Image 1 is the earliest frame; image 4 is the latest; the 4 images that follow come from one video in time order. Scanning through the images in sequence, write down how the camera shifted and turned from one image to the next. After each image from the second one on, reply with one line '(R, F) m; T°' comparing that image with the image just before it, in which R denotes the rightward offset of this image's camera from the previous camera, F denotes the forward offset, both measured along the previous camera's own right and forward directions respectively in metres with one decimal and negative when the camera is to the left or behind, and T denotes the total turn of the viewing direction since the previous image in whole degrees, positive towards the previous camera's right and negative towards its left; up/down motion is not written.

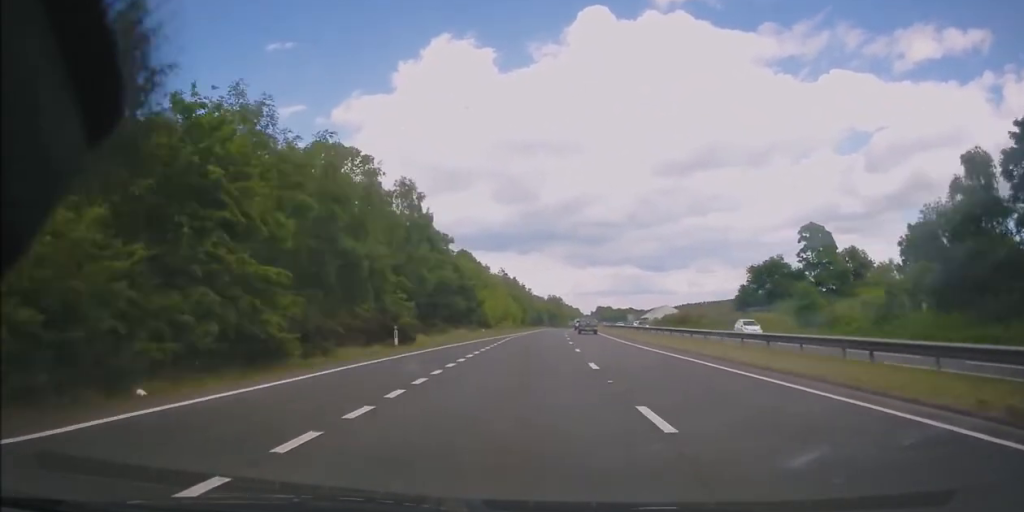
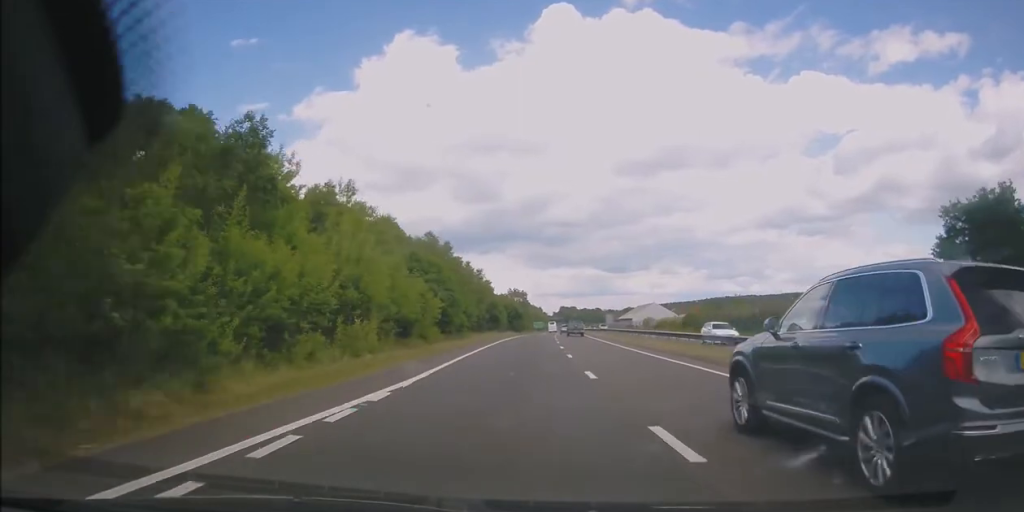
(+2.6, +53.3) m; +4°
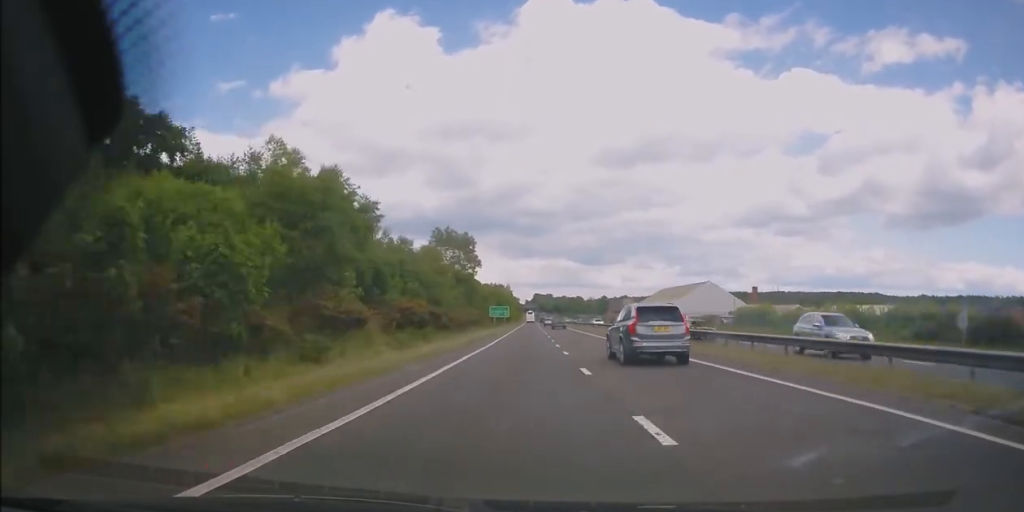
(+2.0, +102.7) m; +2°
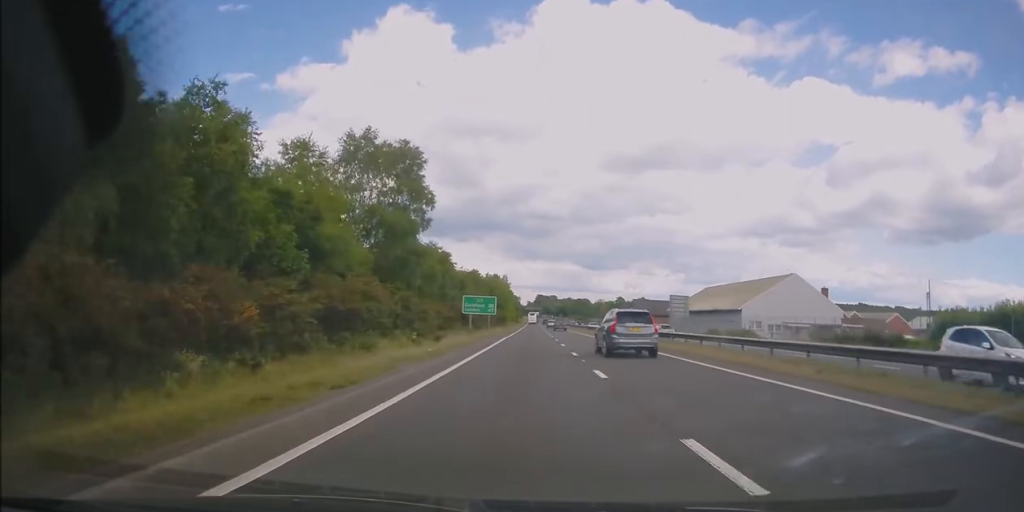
(+0.3, +43.0) m; 0°
